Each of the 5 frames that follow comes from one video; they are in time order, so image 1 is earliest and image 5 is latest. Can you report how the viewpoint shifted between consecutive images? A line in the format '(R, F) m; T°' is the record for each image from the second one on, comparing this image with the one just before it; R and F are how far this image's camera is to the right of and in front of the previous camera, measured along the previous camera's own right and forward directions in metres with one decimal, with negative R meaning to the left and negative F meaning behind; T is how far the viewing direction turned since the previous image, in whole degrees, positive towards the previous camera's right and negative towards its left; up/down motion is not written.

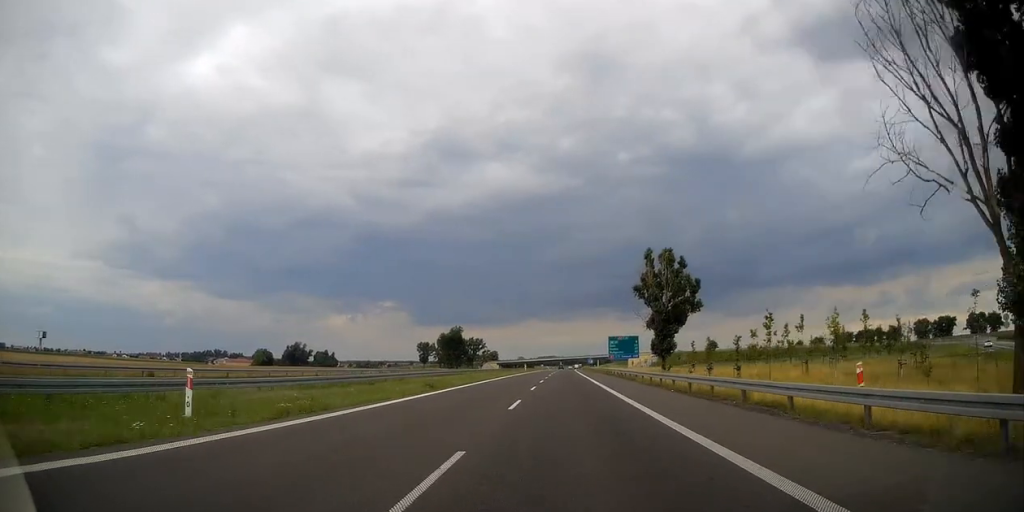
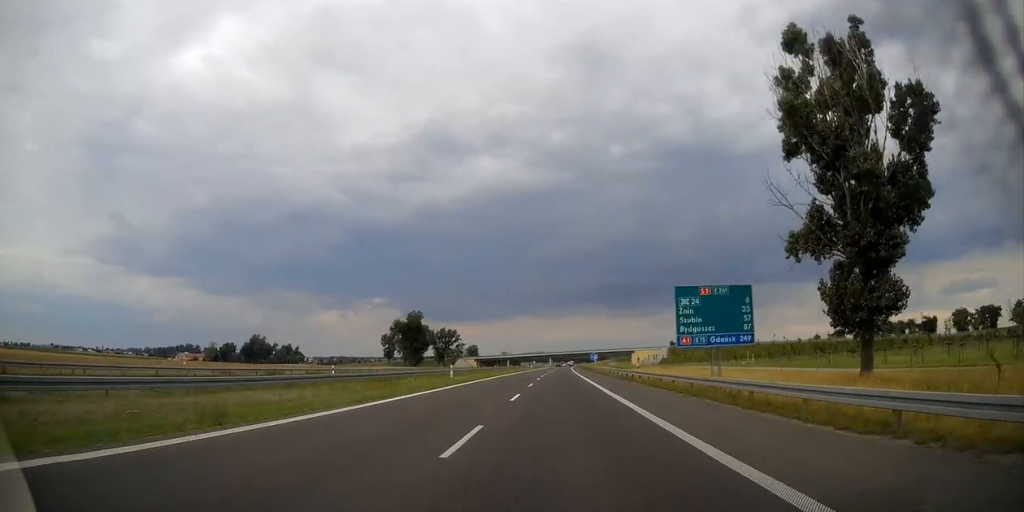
(+0.4, +69.6) m; +1°
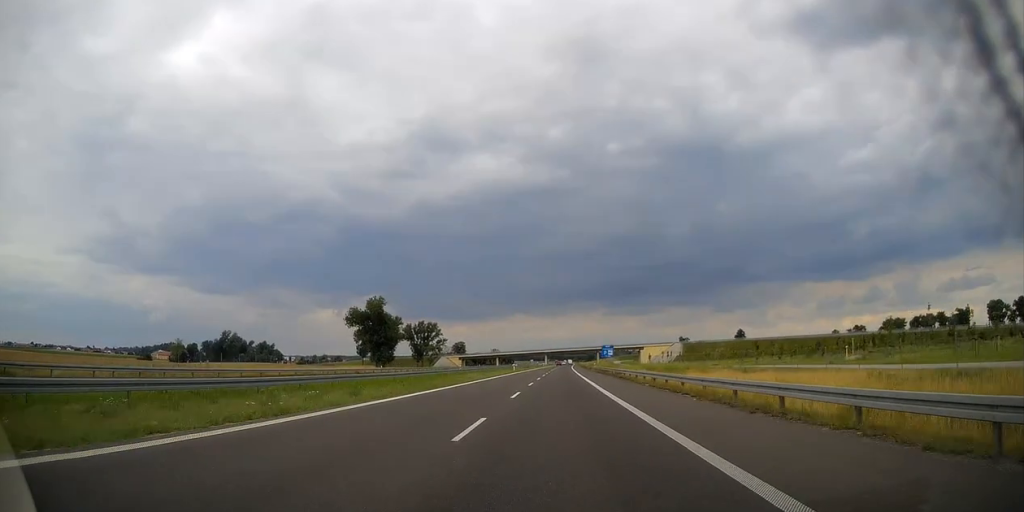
(+0.4, +46.9) m; +1°
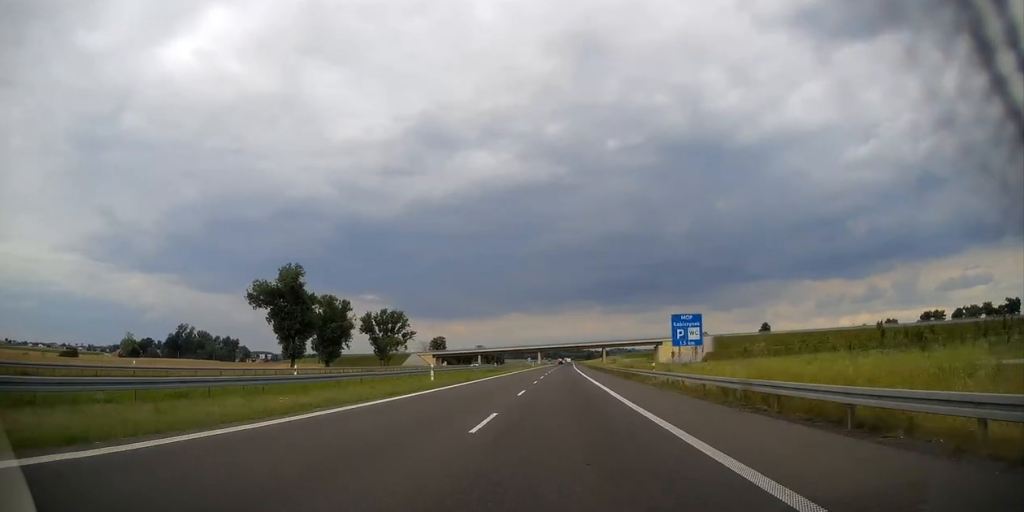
(0.0, +59.8) m; 0°
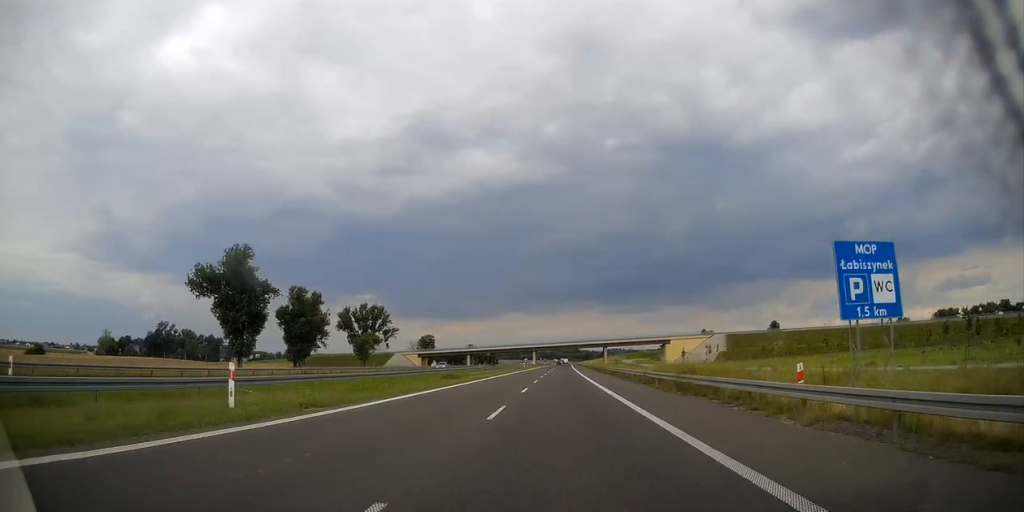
(+0.1, +21.8) m; 0°
